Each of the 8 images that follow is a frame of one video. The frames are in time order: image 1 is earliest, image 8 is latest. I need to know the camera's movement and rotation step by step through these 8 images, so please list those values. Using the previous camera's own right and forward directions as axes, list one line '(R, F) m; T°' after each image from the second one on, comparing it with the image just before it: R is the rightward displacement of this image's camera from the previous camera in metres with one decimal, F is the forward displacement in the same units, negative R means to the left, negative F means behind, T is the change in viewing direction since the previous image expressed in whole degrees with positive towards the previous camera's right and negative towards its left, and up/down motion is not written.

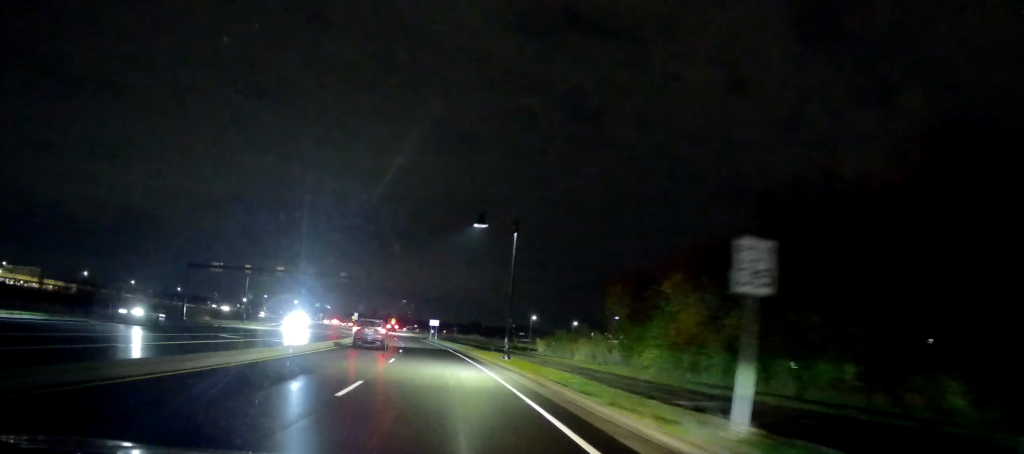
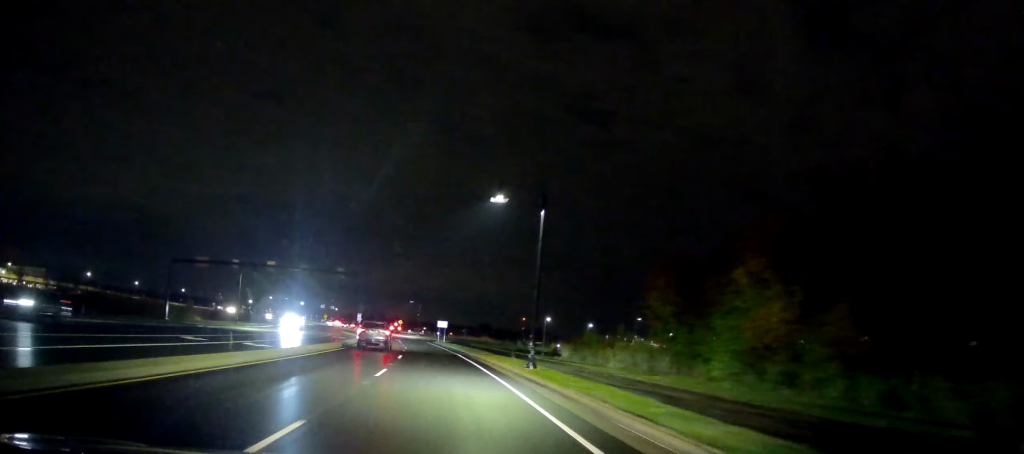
(-0.1, +6.4) m; -1°
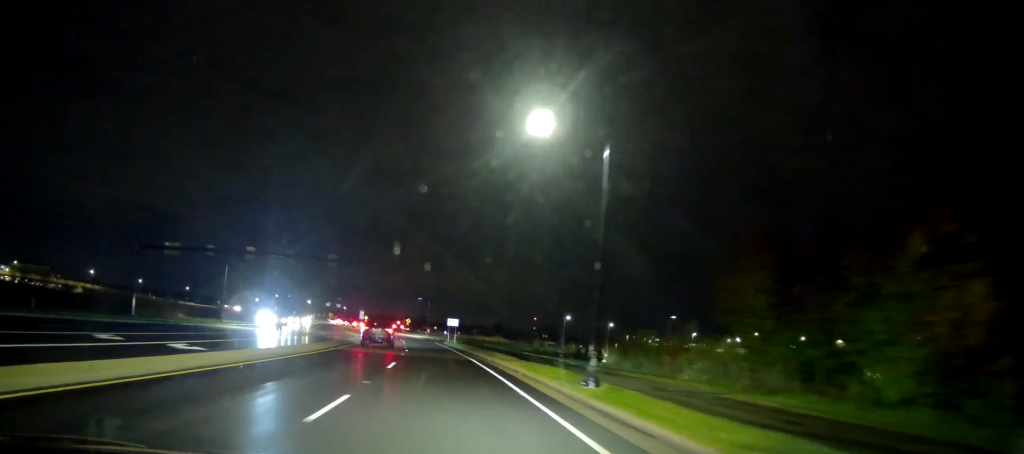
(0.0, +8.9) m; 0°
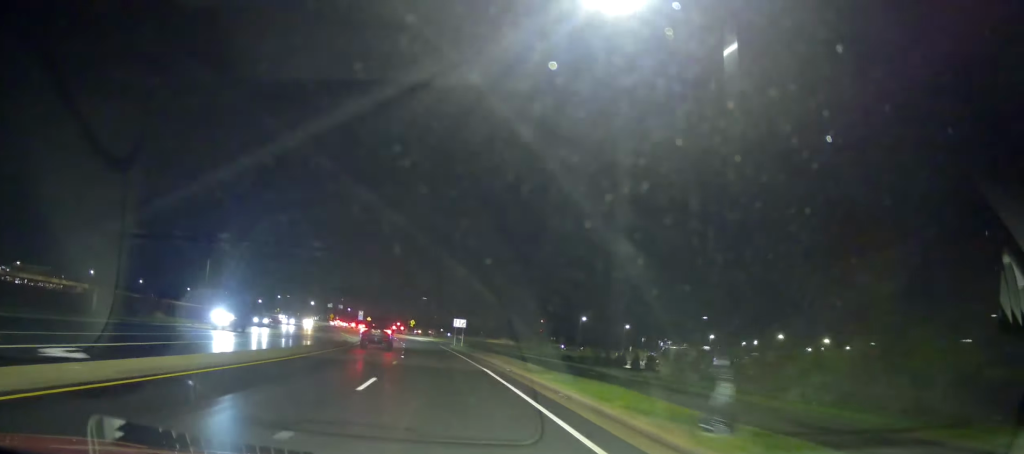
(0.0, +7.5) m; 0°
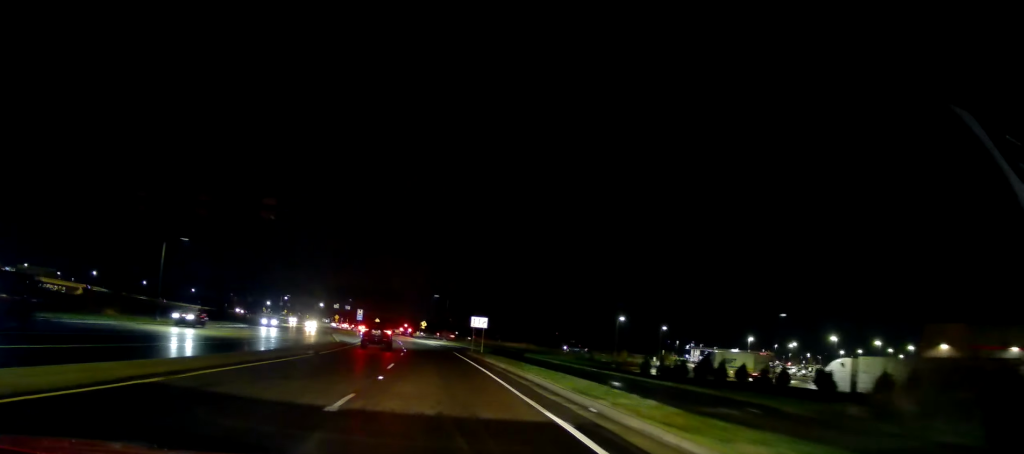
(0.0, +13.9) m; -1°
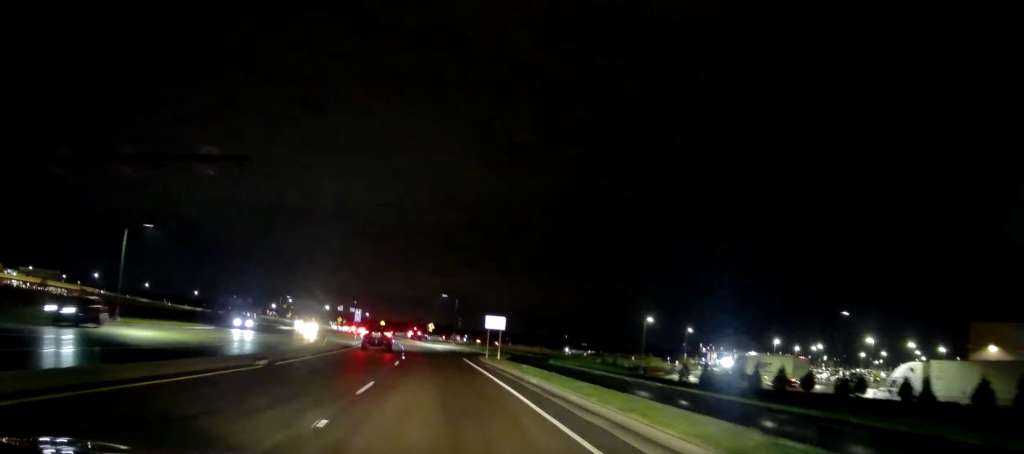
(-0.1, +8.2) m; -1°
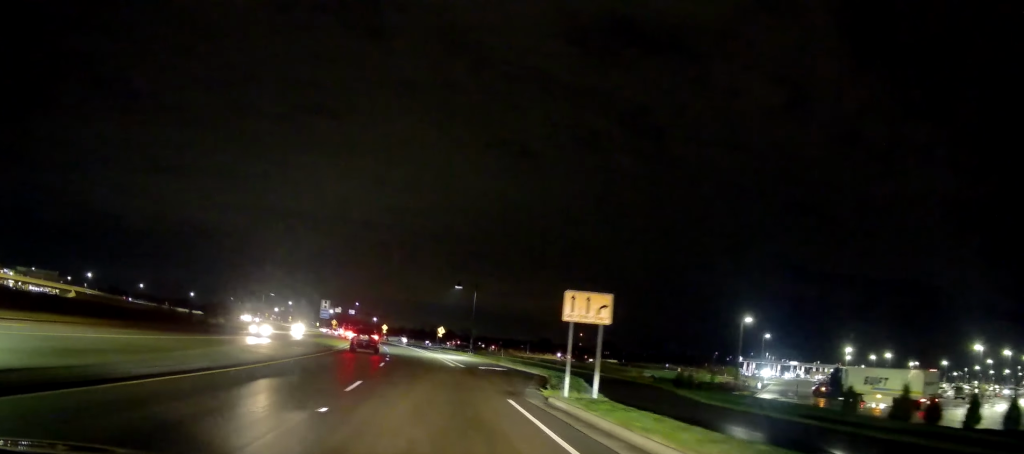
(-0.4, +23.8) m; -2°
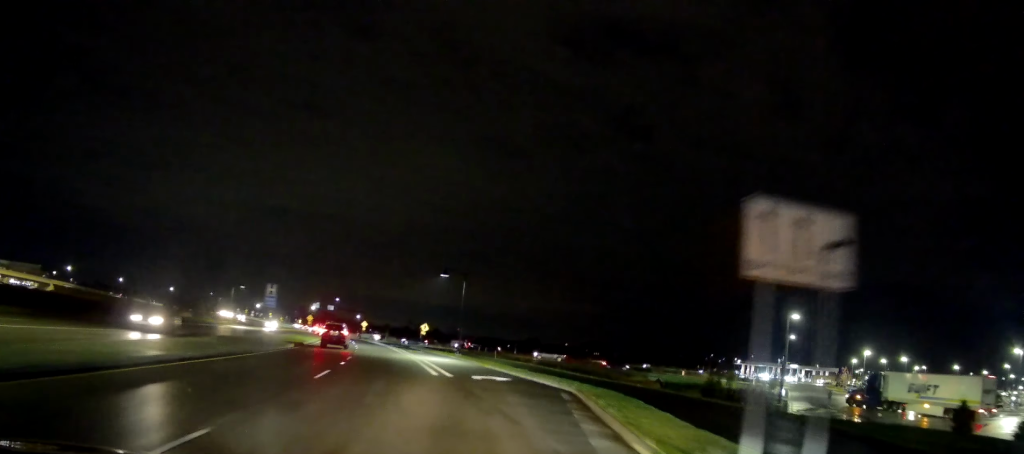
(-0.2, +10.9) m; 0°
